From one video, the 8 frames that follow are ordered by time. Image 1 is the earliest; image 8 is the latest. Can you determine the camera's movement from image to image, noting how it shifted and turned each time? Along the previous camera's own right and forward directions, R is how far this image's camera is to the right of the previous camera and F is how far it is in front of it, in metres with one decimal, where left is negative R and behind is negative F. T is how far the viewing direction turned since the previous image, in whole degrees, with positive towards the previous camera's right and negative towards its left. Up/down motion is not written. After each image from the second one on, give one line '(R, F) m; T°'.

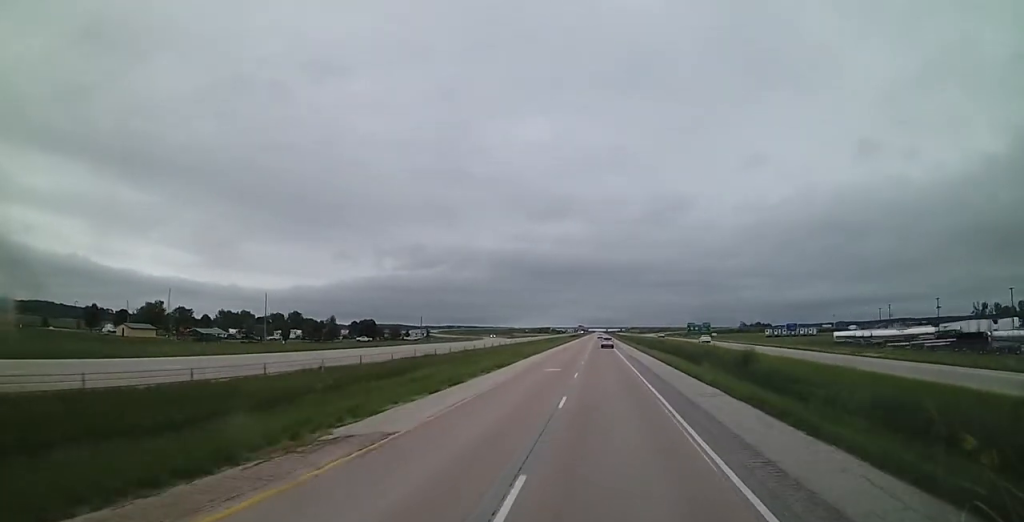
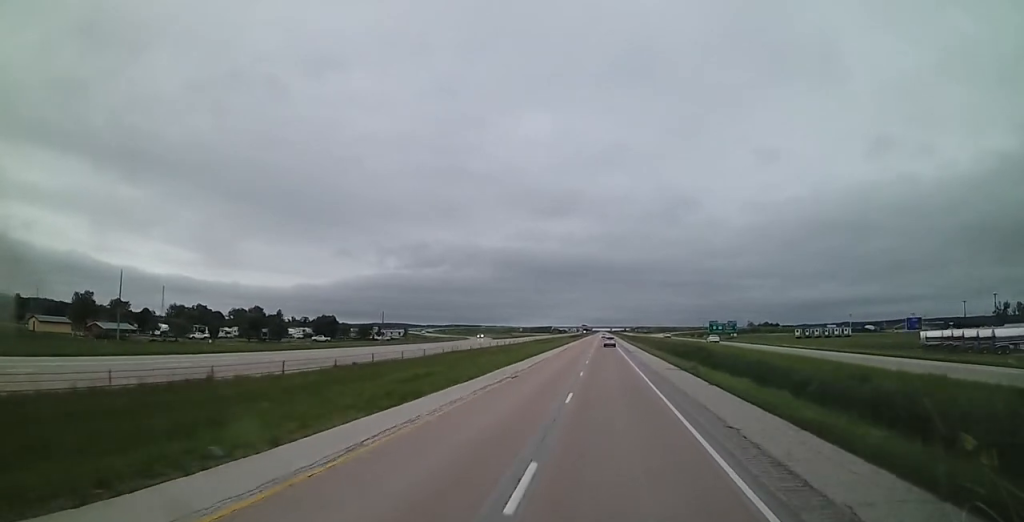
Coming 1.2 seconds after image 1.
(+0.6, +35.9) m; 0°
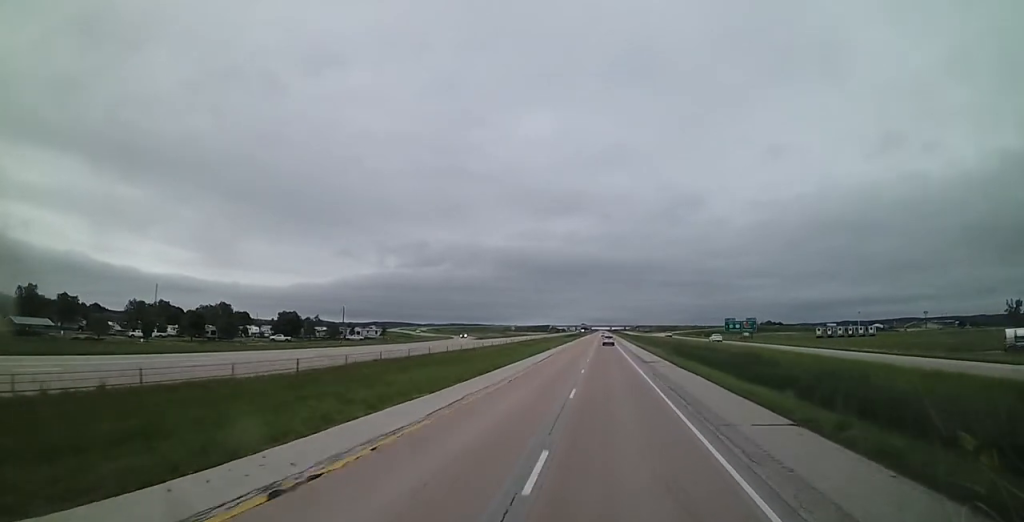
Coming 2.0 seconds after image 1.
(-0.6, +23.3) m; -1°
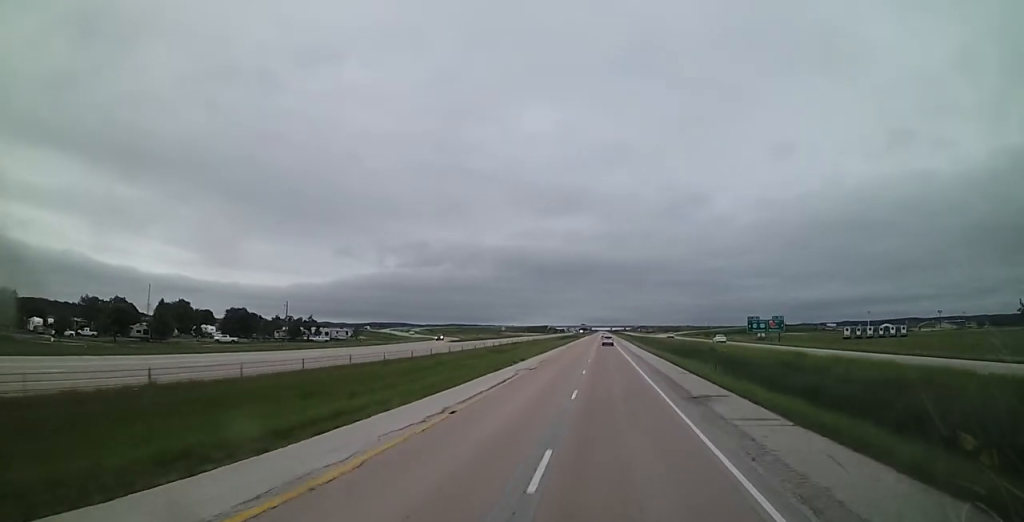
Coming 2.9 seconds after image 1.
(+0.3, +24.3) m; +1°
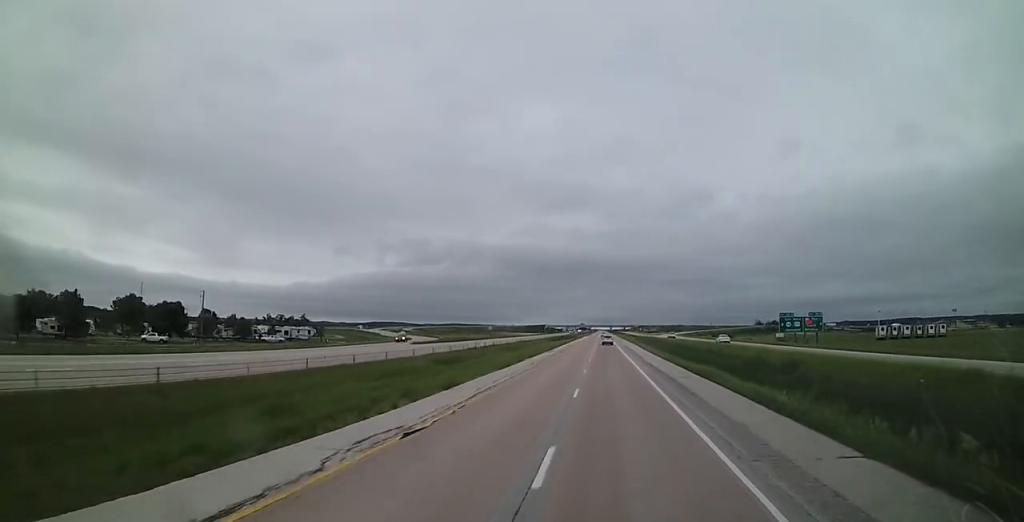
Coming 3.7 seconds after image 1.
(+0.1, +24.3) m; 0°
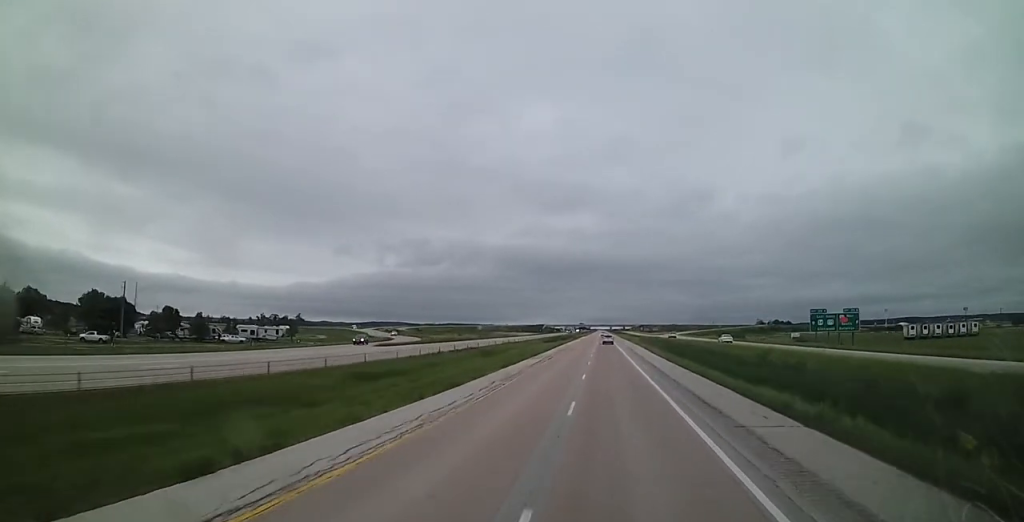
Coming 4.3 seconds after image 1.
(0.0, +16.5) m; 0°
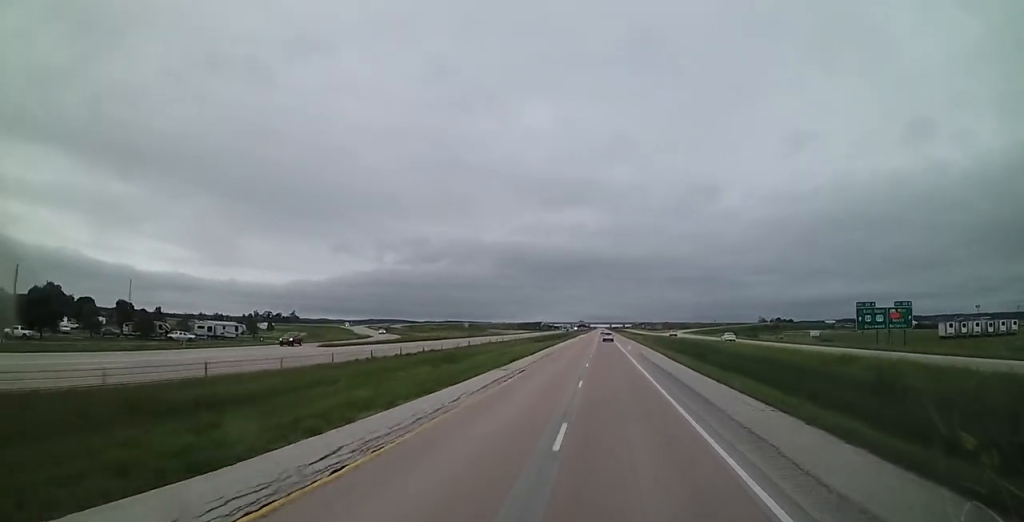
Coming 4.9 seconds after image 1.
(0.0, +17.6) m; 0°
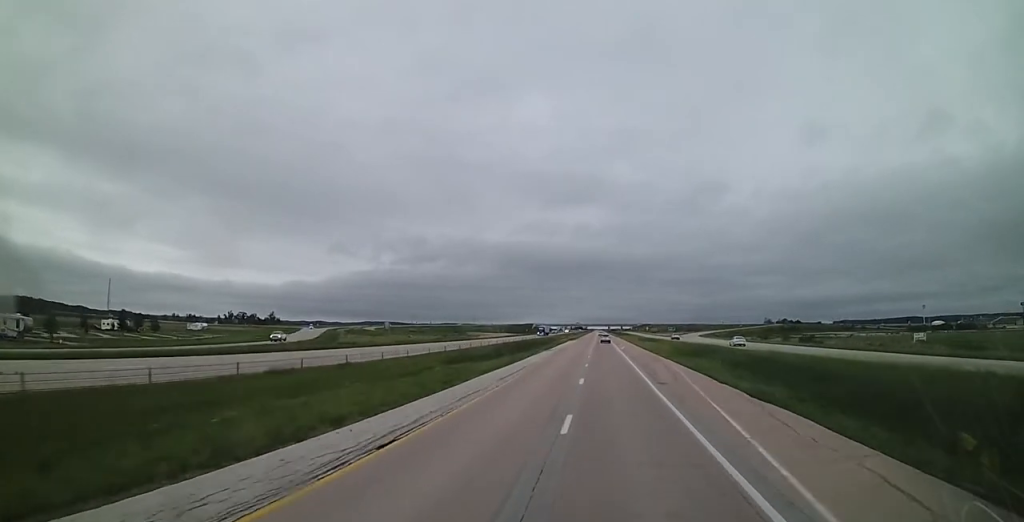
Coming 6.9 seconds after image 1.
(0.0, +59.7) m; 0°
